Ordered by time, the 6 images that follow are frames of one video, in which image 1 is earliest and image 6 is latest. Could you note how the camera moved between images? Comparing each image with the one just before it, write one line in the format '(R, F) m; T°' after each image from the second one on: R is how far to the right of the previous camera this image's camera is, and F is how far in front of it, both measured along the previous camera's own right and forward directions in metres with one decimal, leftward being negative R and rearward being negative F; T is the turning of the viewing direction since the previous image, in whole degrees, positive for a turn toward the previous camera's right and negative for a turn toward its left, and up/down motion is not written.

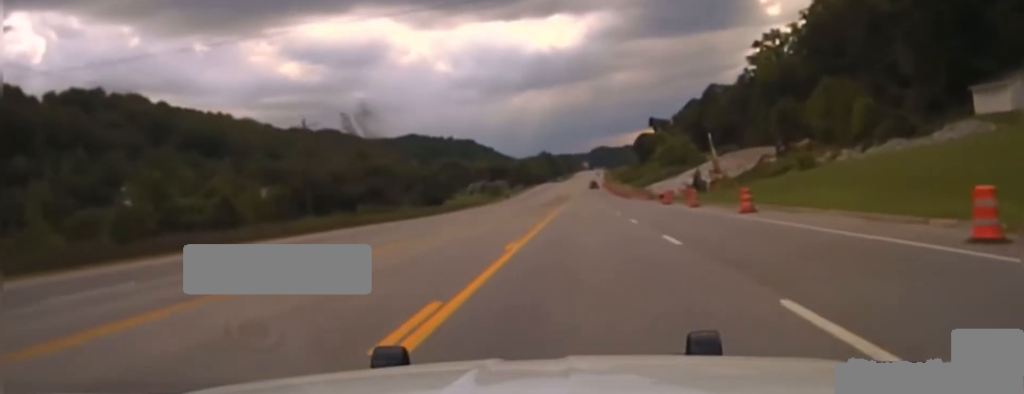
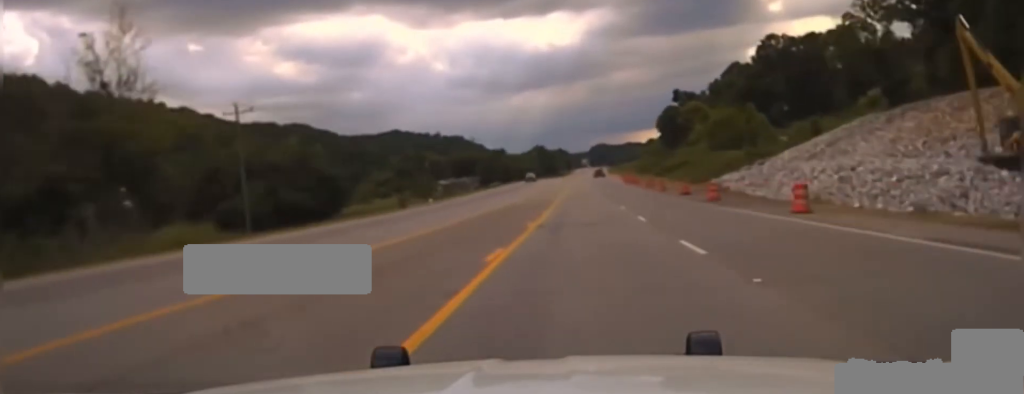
(-0.4, +113.8) m; 0°
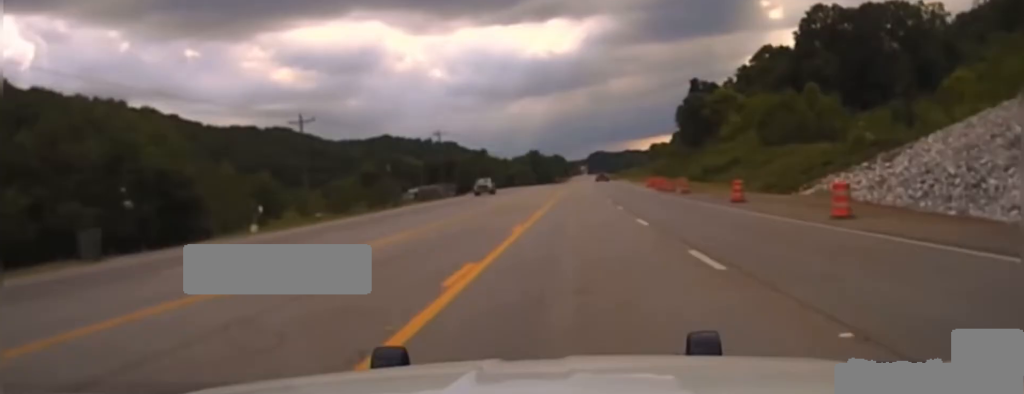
(0.0, +51.8) m; 0°
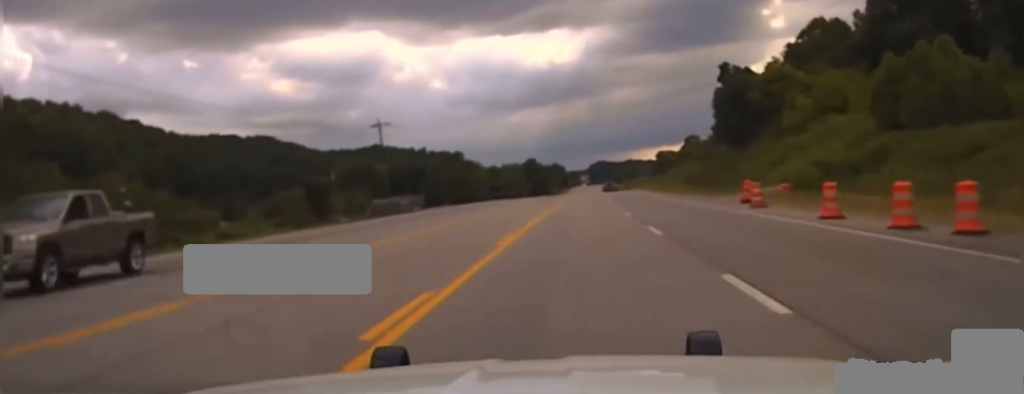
(0.0, +52.6) m; 0°
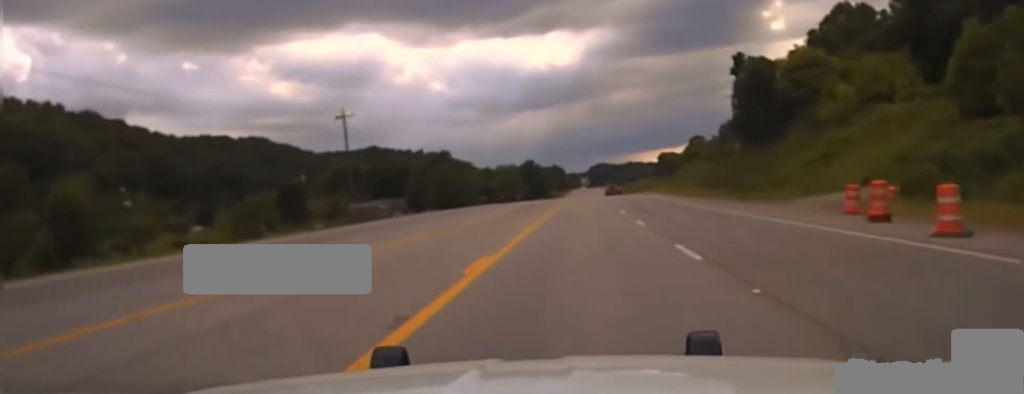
(+0.1, +18.7) m; 0°
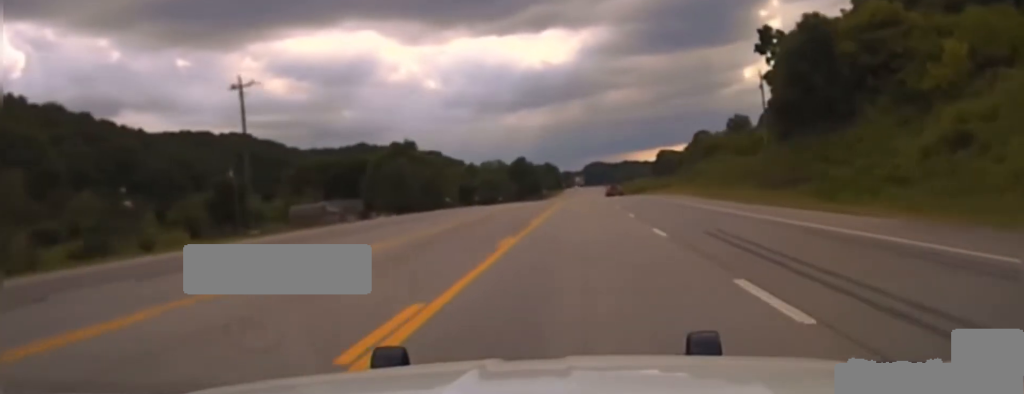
(+0.1, +31.3) m; 0°
